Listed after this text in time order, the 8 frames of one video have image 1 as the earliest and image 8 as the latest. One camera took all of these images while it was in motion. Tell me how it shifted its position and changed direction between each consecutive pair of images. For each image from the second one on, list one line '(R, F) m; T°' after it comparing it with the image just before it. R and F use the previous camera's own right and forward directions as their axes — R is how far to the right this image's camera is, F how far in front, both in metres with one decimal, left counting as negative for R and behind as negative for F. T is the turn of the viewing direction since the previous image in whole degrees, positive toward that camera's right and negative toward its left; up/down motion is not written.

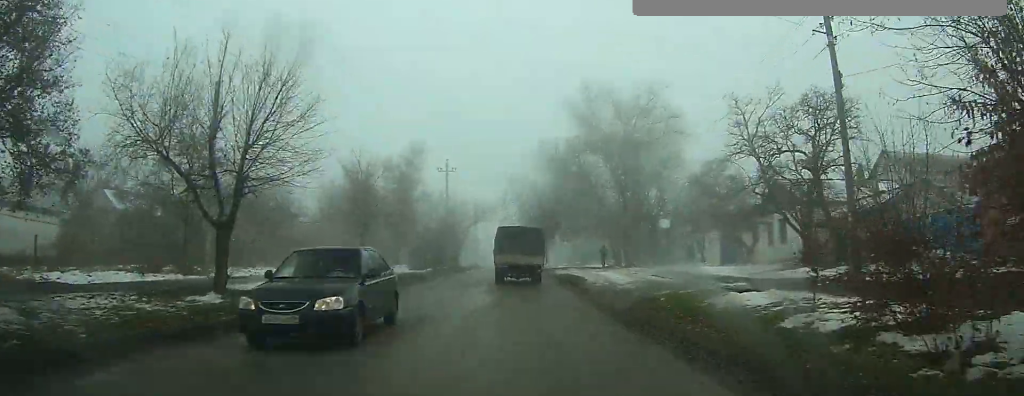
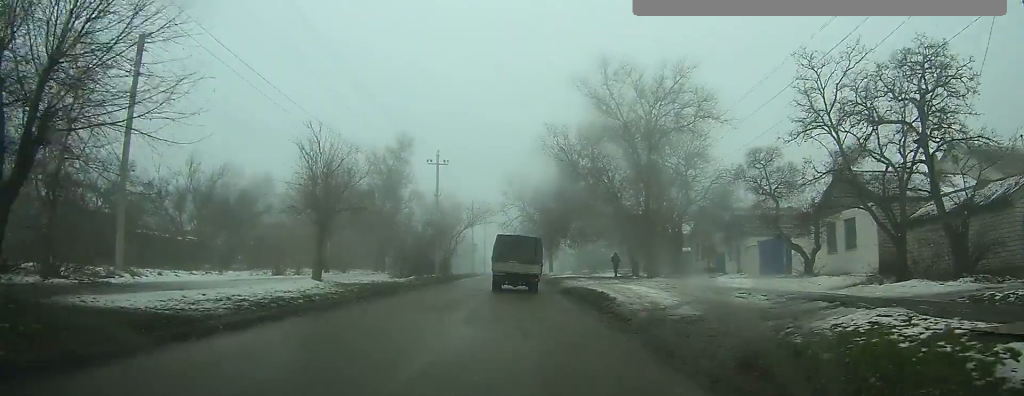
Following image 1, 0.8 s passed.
(0.0, +6.2) m; 0°
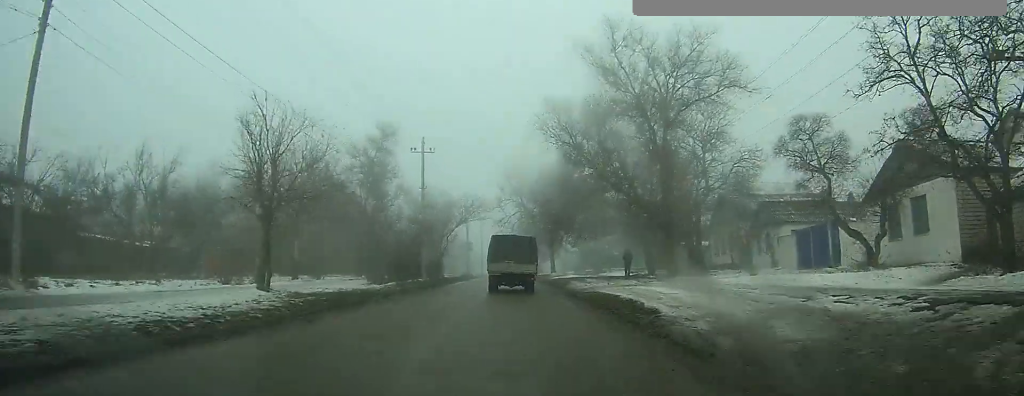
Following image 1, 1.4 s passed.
(0.0, +4.2) m; 0°
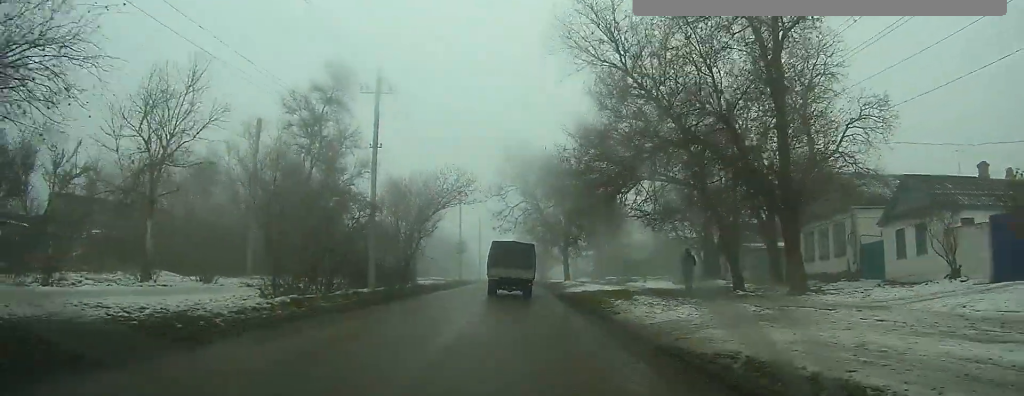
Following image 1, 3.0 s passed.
(+0.1, +10.5) m; 0°
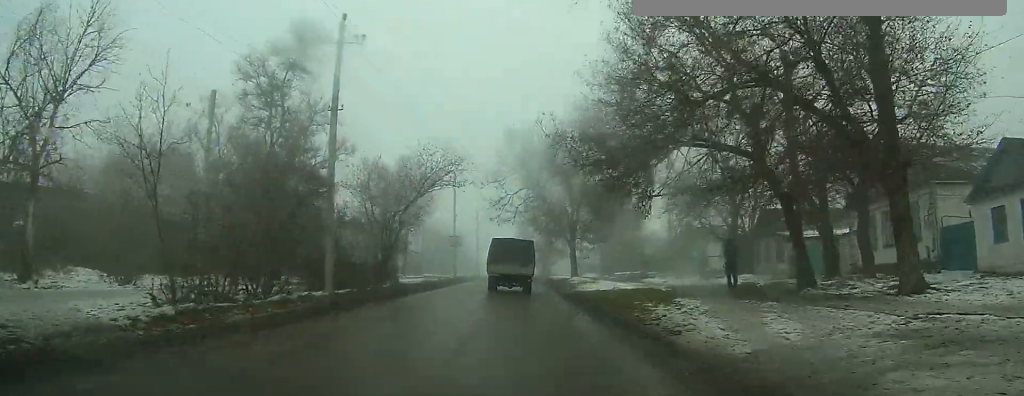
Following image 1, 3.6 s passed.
(0.0, +5.1) m; 0°
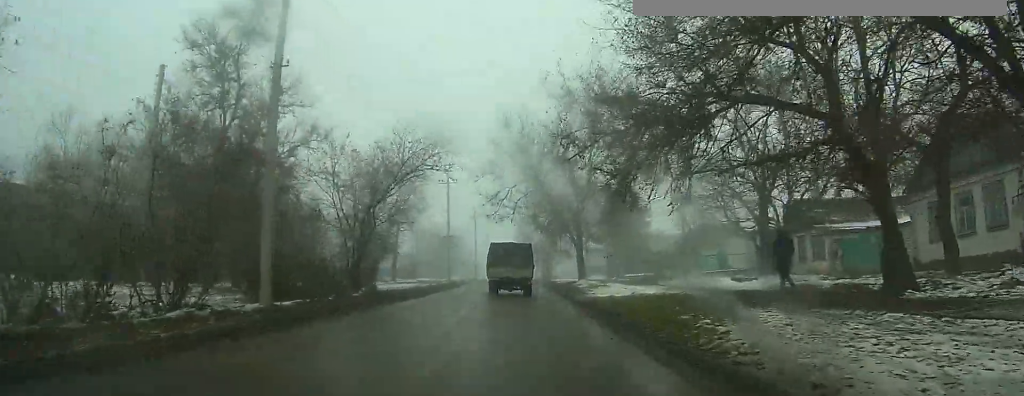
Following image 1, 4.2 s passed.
(0.0, +4.6) m; 0°
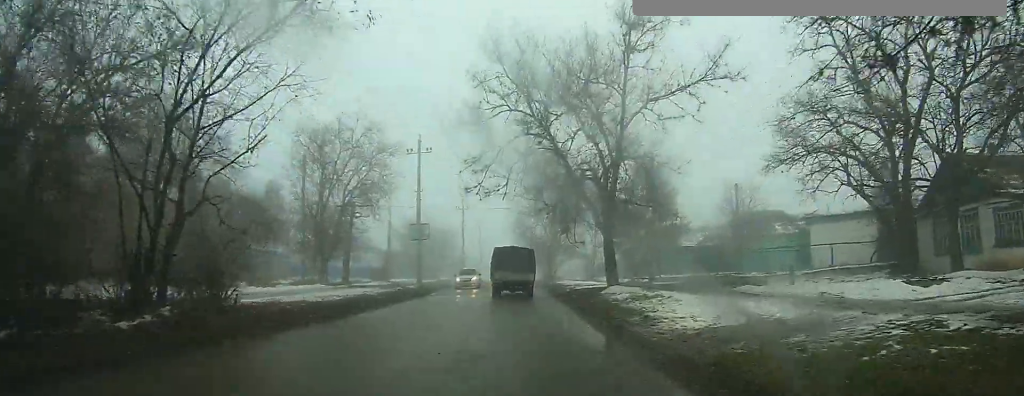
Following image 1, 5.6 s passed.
(+0.2, +15.7) m; +1°
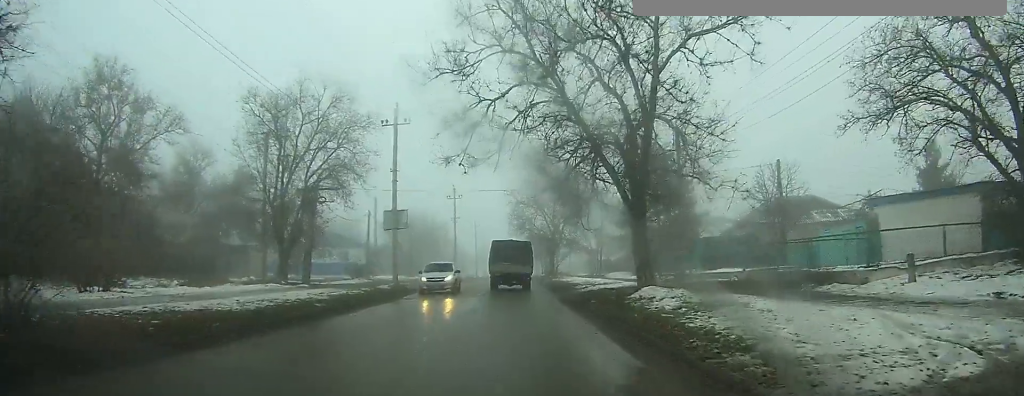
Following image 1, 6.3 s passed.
(0.0, +8.1) m; 0°
